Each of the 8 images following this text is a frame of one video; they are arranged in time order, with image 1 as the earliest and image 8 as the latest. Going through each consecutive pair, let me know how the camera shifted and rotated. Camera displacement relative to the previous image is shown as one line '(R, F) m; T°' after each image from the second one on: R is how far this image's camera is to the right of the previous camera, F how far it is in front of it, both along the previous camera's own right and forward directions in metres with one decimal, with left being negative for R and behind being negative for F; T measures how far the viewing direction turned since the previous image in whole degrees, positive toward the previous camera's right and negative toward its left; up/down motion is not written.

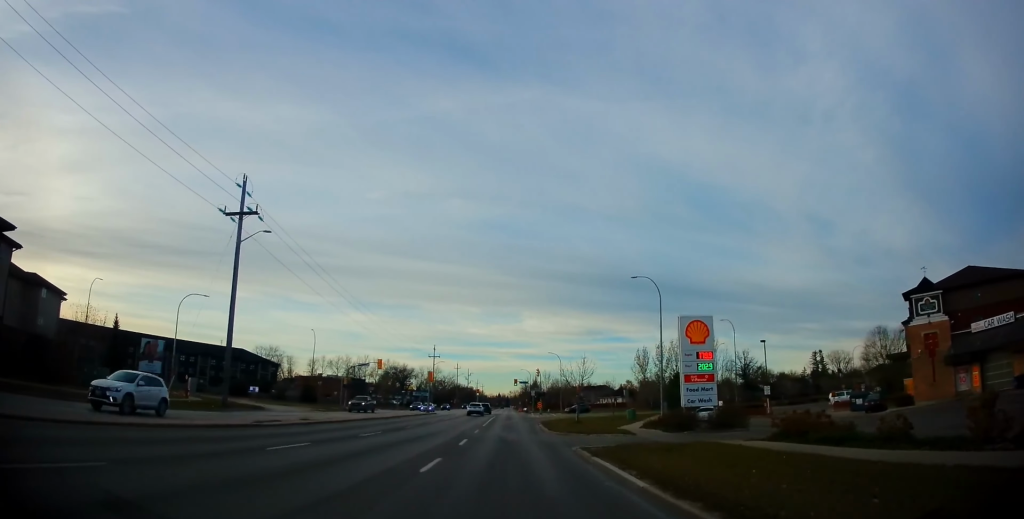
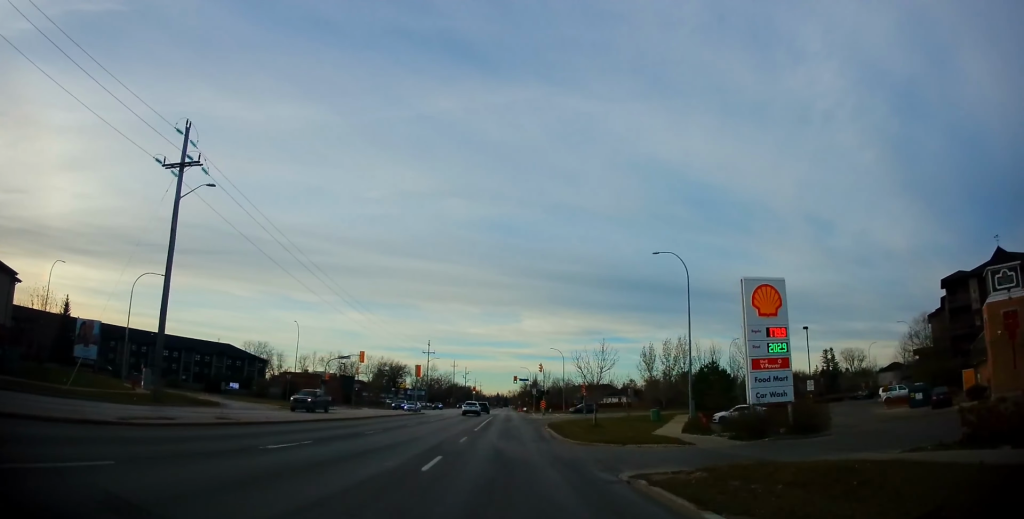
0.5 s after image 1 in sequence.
(+0.1, +9.0) m; 0°
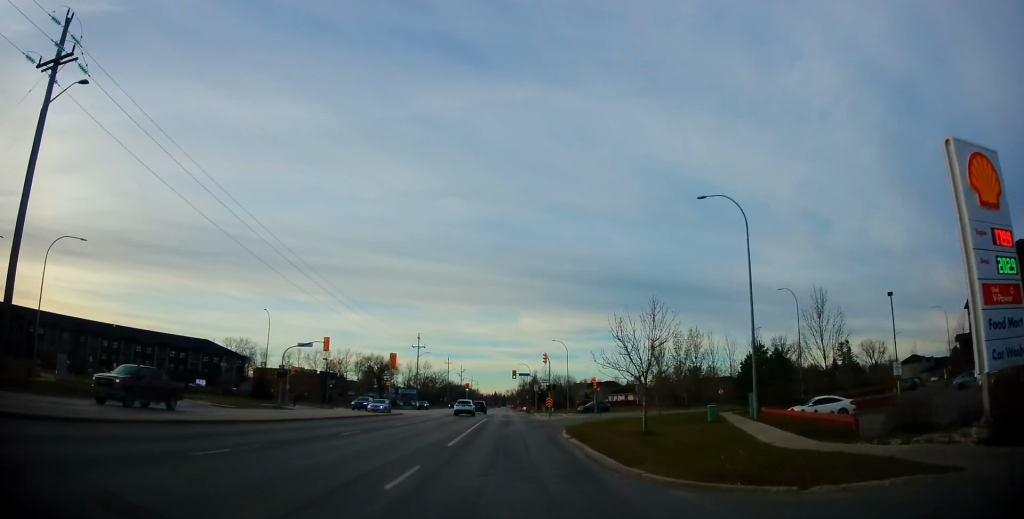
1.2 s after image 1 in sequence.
(0.0, +12.8) m; 0°
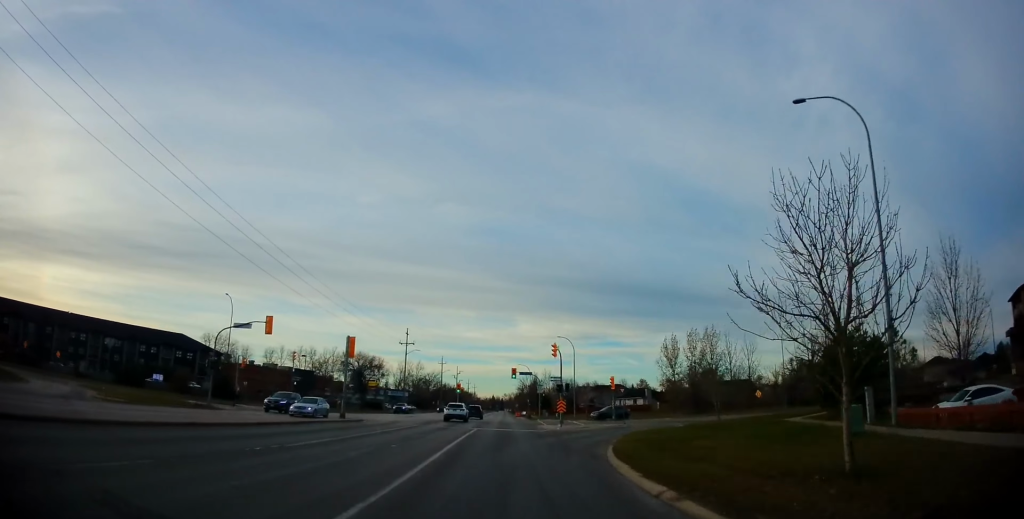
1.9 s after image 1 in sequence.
(-0.1, +13.5) m; 0°
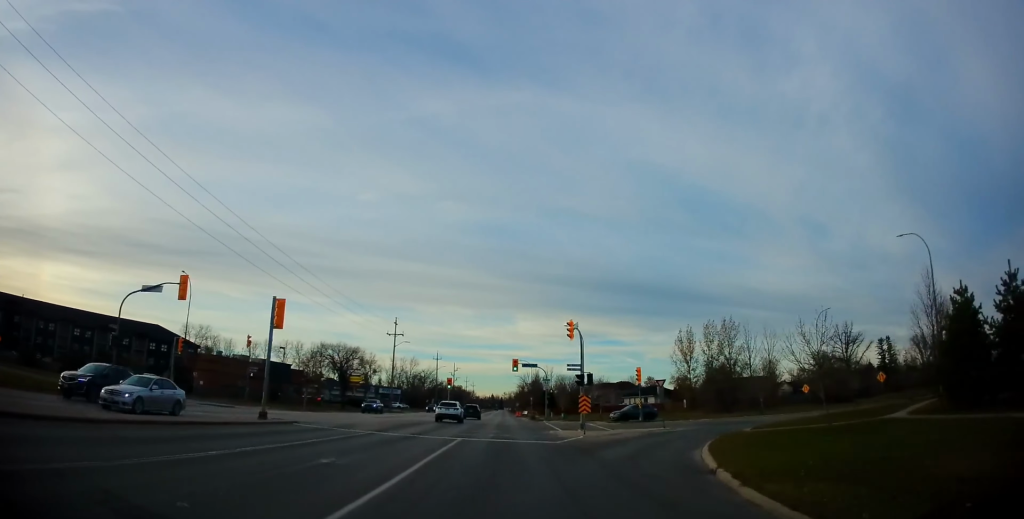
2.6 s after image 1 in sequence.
(0.0, +12.3) m; 0°
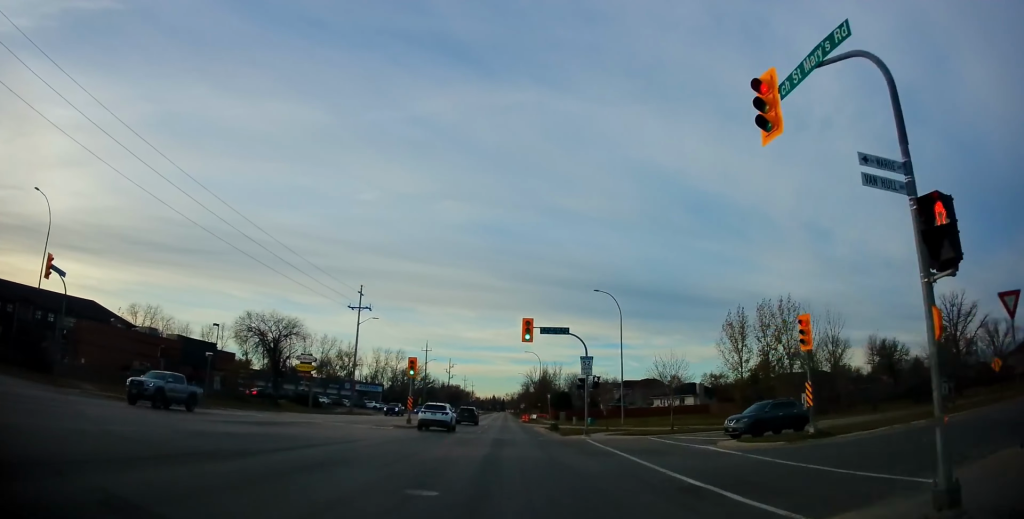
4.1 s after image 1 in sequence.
(+0.1, +27.6) m; 0°
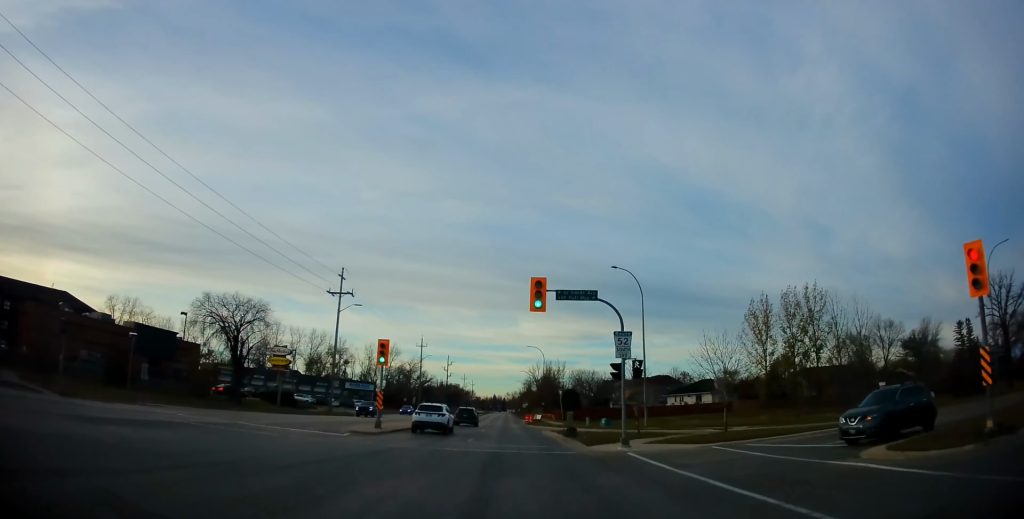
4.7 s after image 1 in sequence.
(-0.1, +9.6) m; 0°
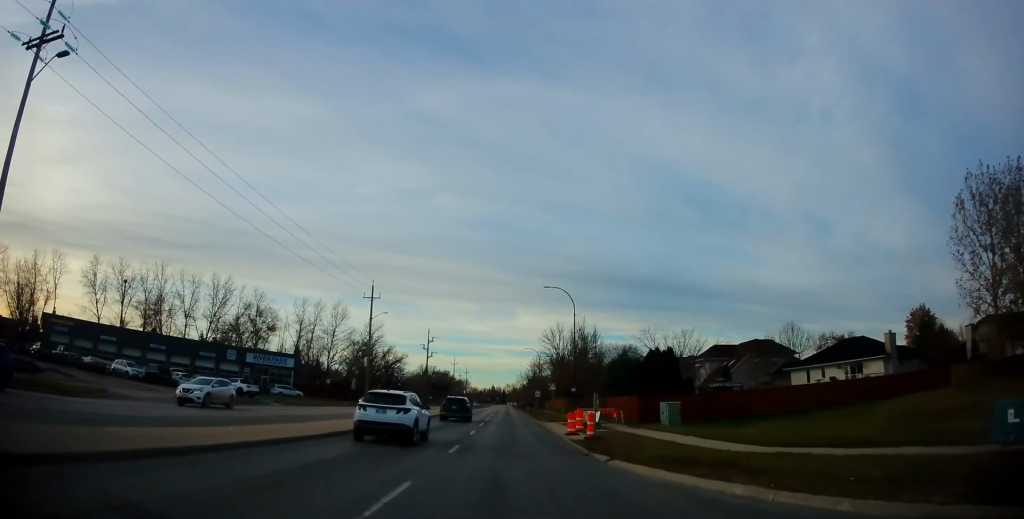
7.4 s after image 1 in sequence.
(-0.4, +49.6) m; -1°
